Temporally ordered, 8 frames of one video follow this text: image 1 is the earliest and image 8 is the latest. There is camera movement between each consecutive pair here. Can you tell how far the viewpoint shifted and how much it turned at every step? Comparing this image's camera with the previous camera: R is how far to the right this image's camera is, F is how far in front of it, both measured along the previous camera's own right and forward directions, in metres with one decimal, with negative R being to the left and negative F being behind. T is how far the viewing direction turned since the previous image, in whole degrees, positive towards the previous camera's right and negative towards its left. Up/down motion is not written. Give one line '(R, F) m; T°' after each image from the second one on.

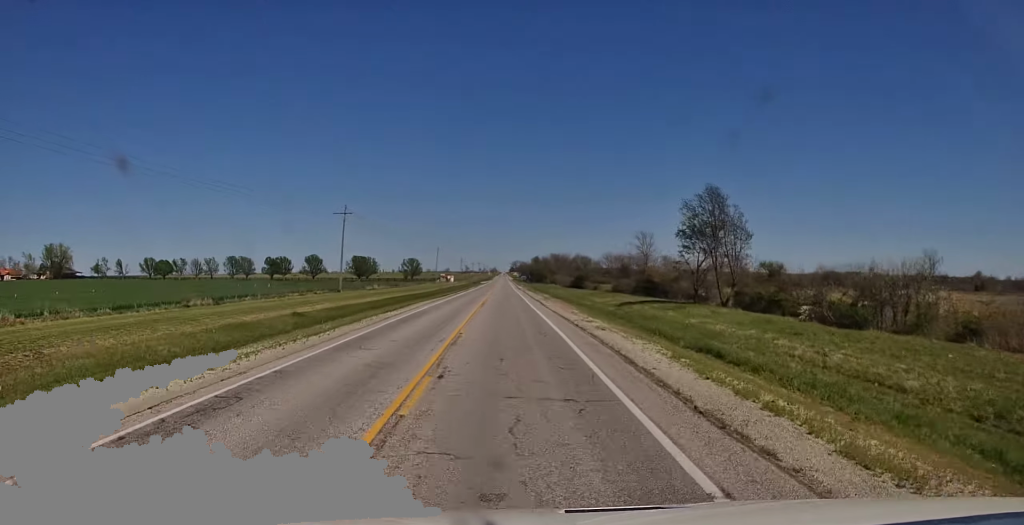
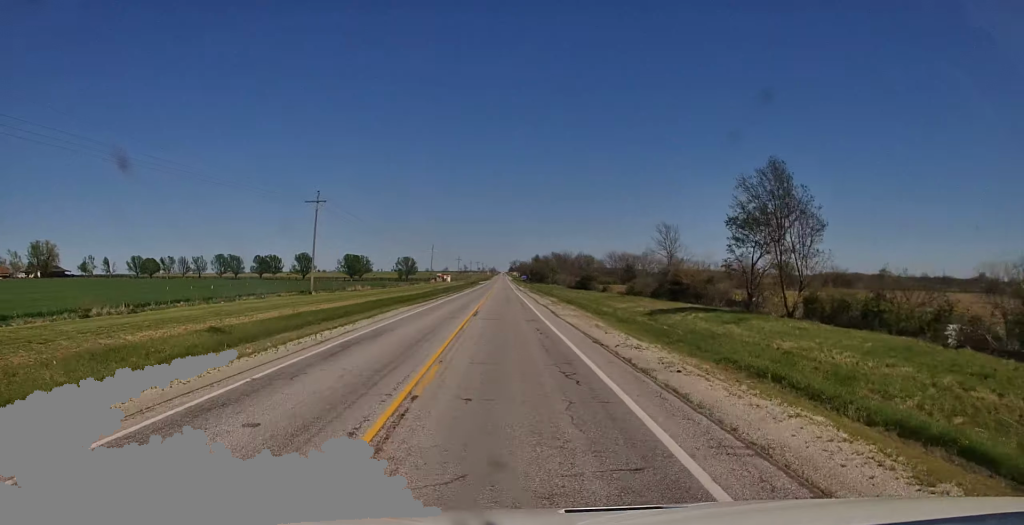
(+0.1, +10.5) m; 0°
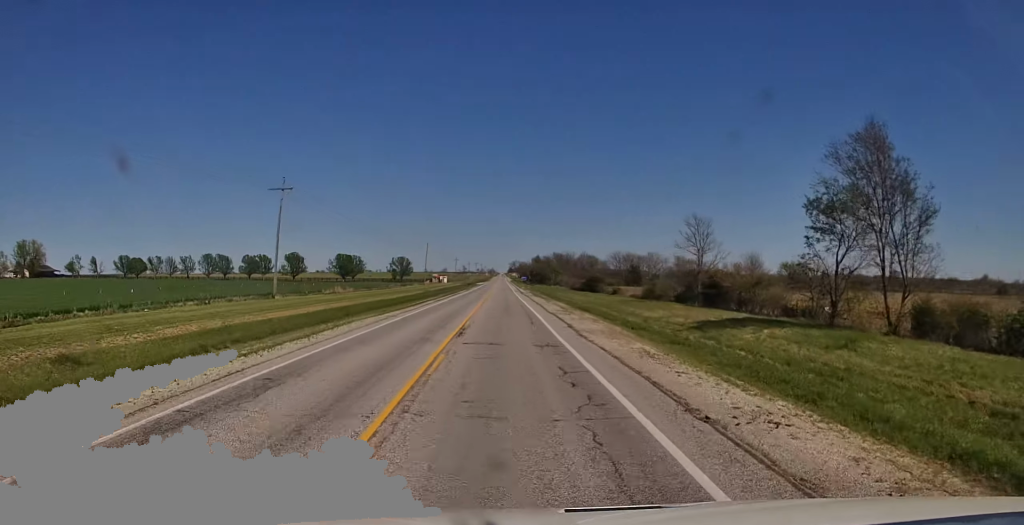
(-0.2, +9.8) m; -1°
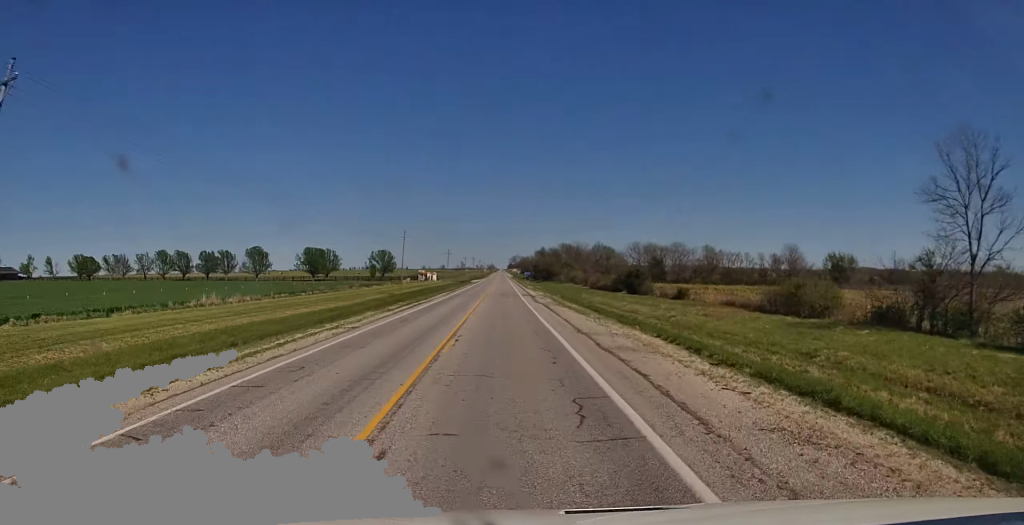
(-0.7, +32.5) m; -2°
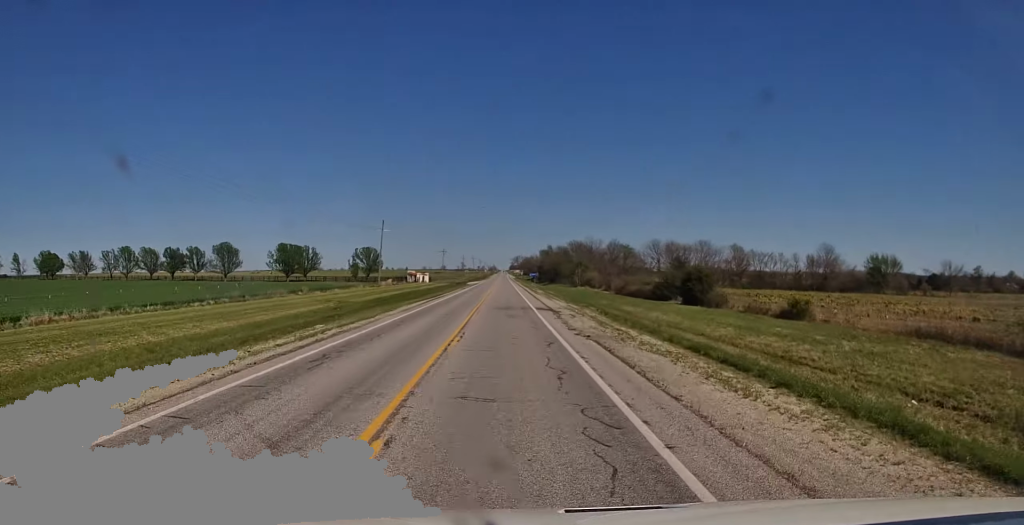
(+0.1, +22.1) m; +2°
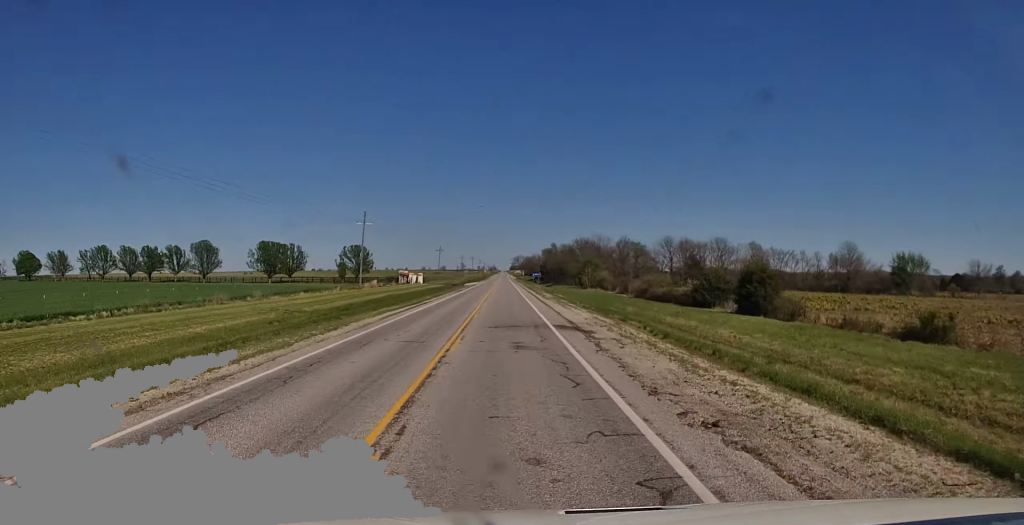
(+0.3, +12.4) m; +1°
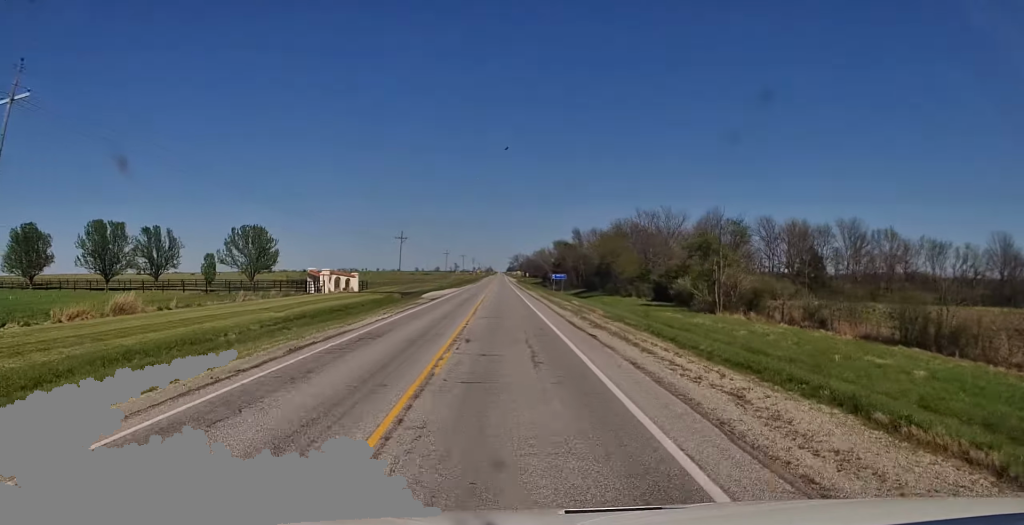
(-0.4, +63.7) m; -1°
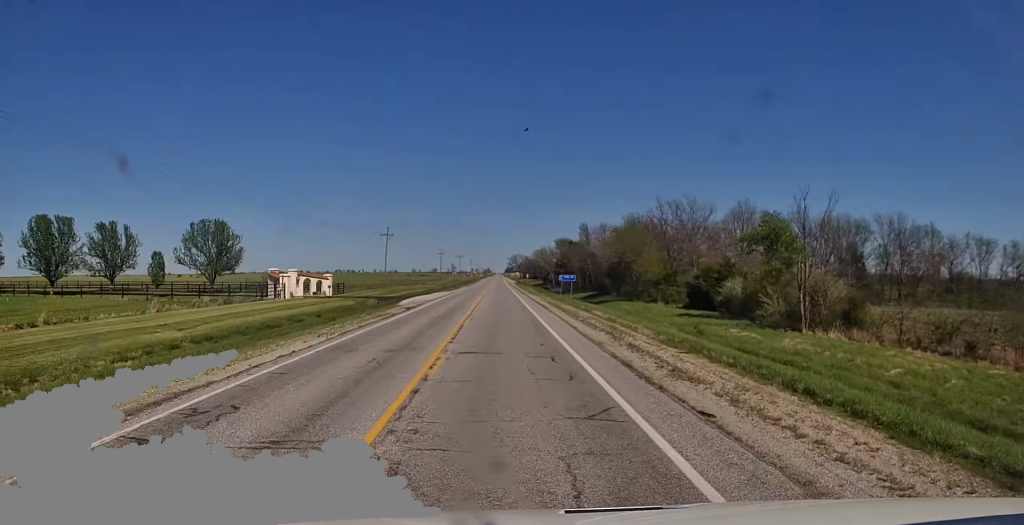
(0.0, +12.7) m; 0°
